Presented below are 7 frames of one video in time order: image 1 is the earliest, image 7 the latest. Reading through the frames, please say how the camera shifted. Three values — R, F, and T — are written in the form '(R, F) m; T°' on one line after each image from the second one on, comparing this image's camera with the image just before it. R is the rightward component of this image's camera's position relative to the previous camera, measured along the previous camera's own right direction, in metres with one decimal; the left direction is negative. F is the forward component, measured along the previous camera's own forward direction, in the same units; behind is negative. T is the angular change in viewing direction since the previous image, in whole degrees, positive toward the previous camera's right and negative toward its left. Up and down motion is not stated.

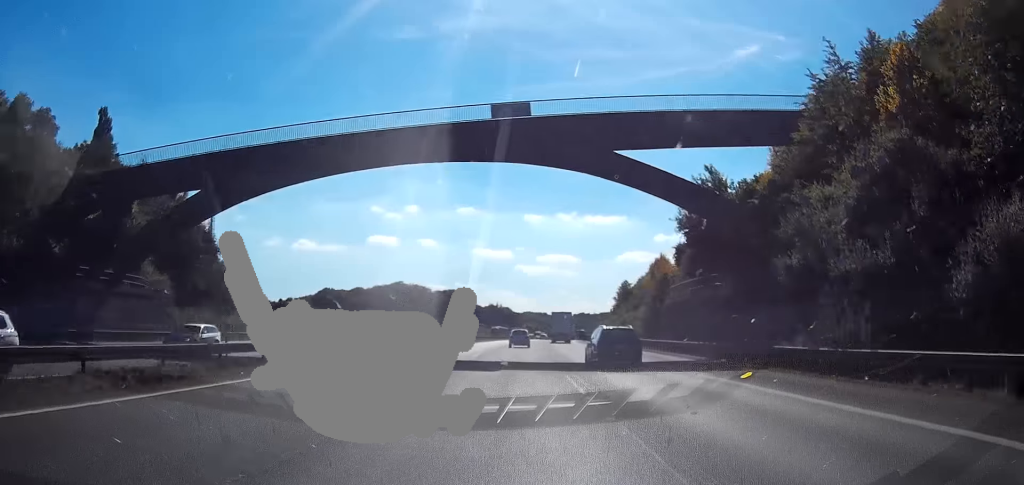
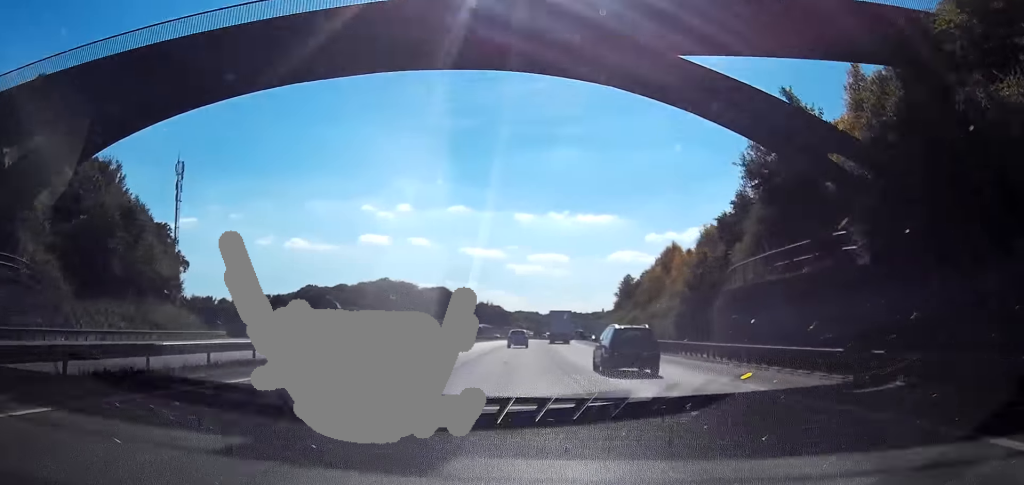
(-0.1, +16.7) m; +1°
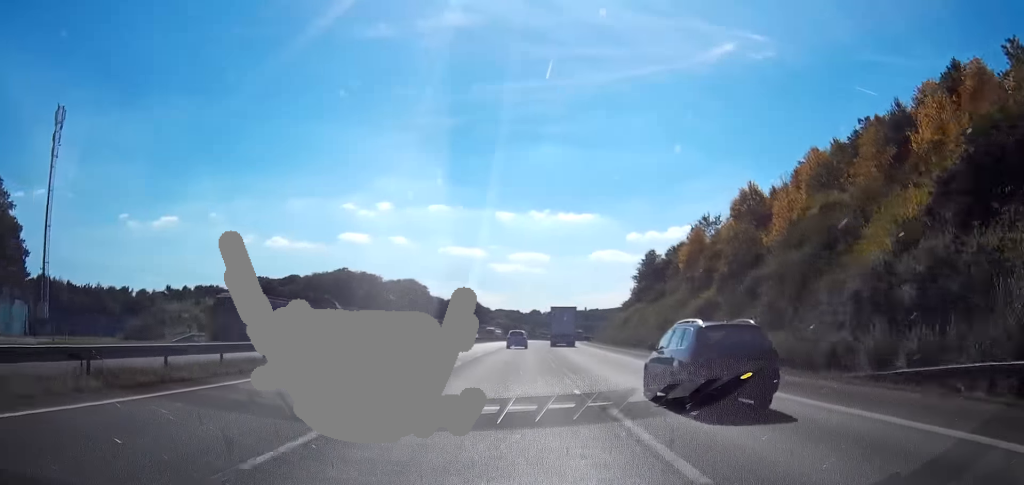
(+1.2, +46.8) m; +2°
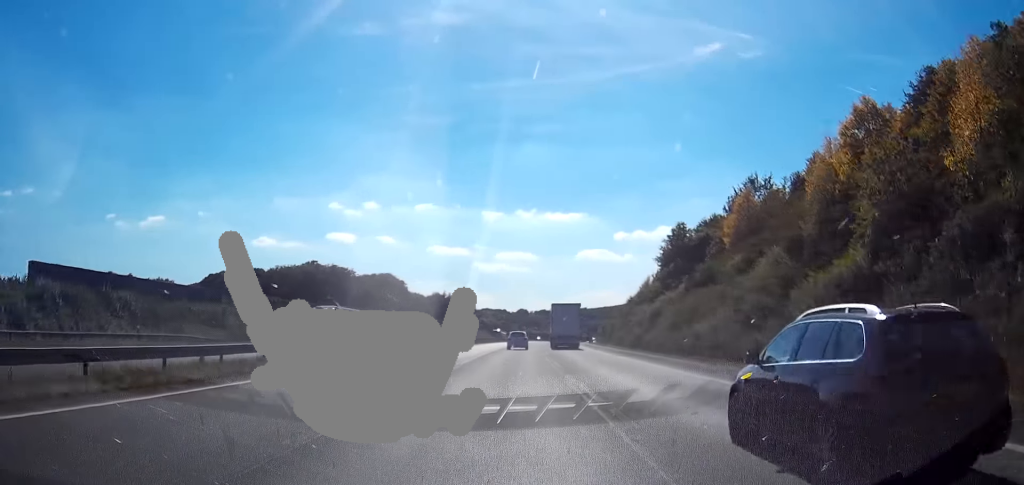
(+0.1, +27.9) m; 0°
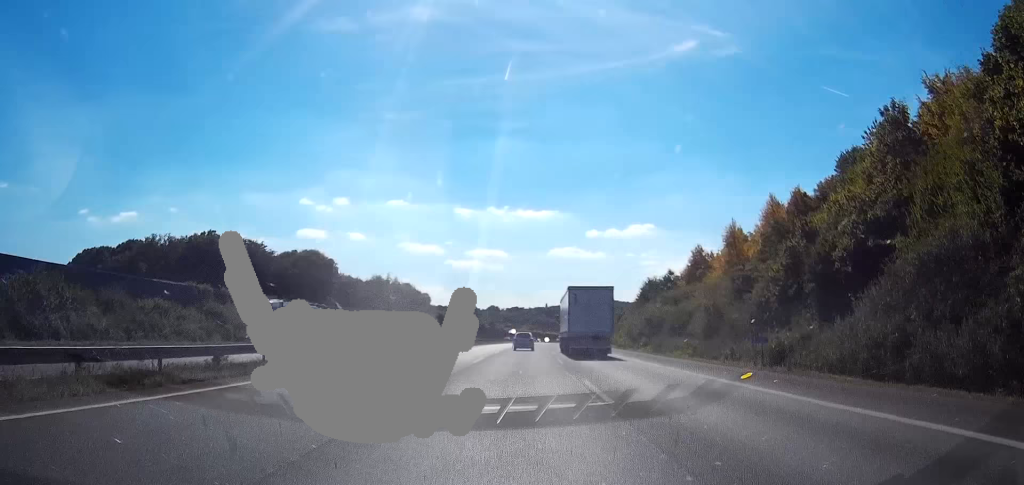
(+0.2, +71.5) m; +1°
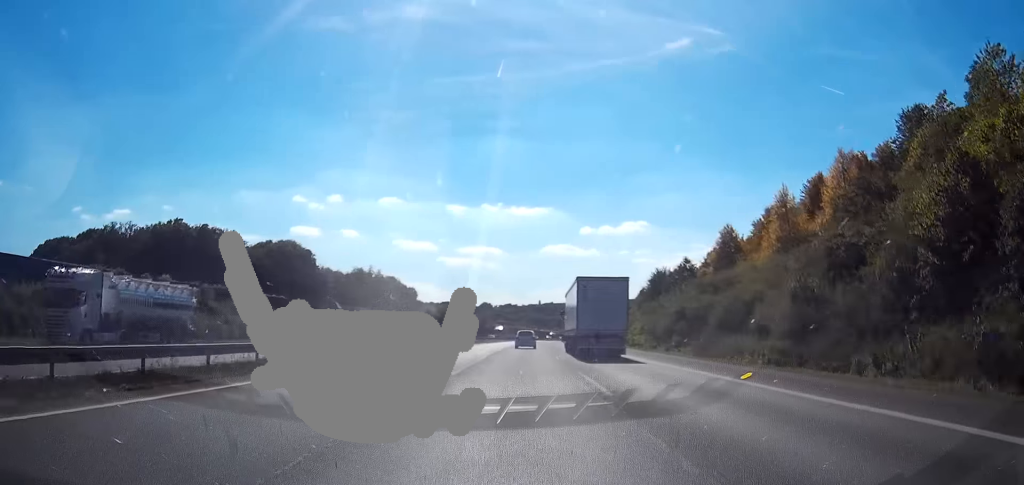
(+0.2, +16.8) m; +1°
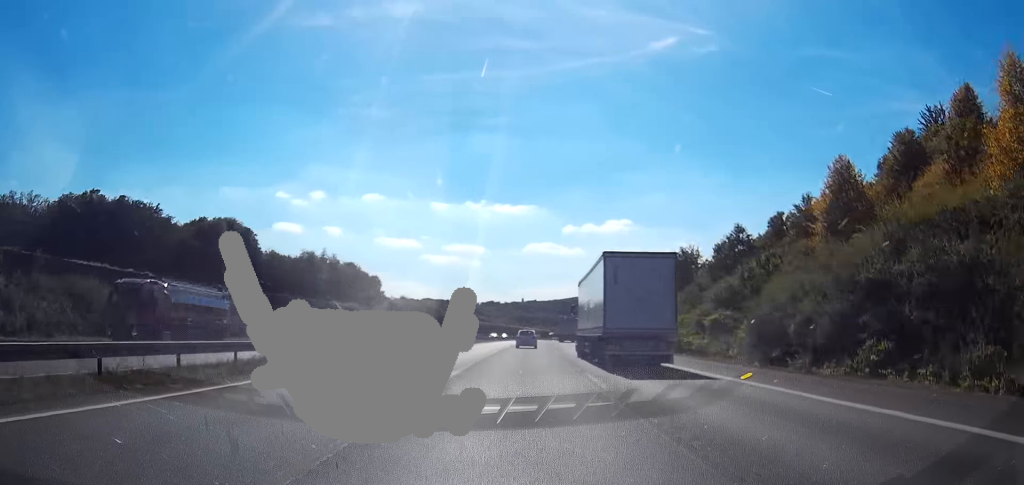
(+0.2, +33.6) m; 0°
